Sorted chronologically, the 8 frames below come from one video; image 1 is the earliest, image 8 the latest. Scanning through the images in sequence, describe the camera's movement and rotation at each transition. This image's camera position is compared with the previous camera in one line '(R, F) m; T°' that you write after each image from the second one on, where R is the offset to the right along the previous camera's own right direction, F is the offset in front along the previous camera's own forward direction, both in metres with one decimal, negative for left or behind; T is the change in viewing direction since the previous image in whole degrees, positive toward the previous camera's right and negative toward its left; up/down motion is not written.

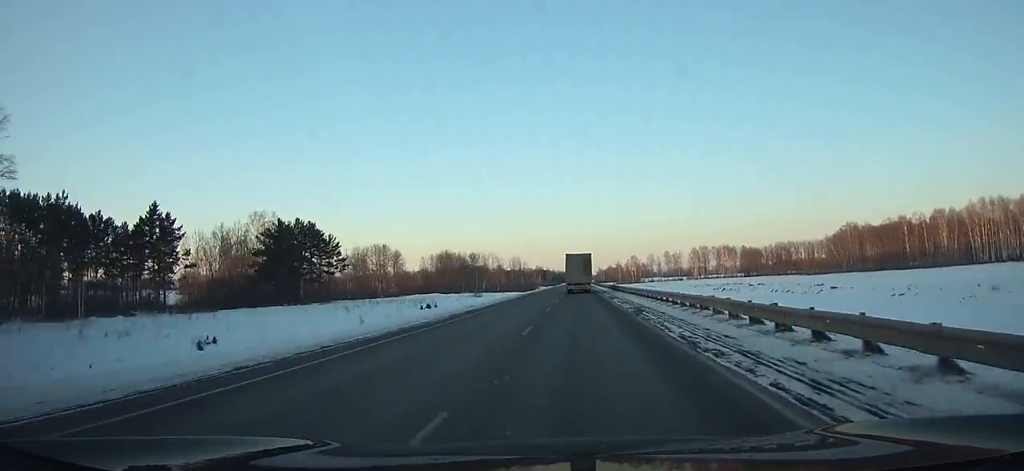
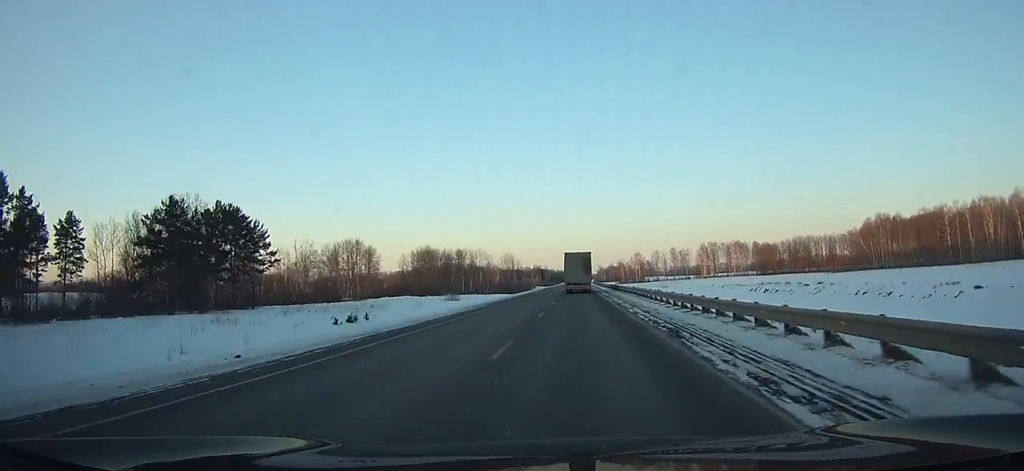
(0.0, +28.2) m; 0°
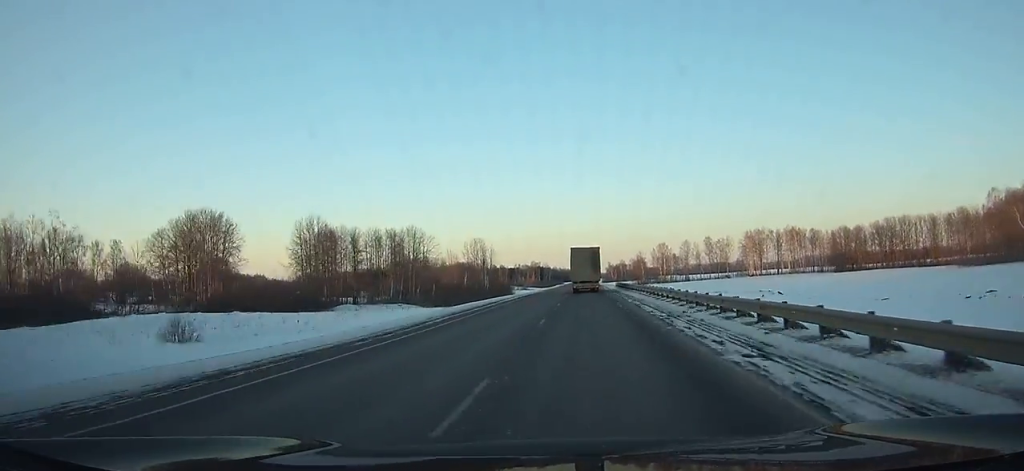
(-0.1, +87.9) m; 0°
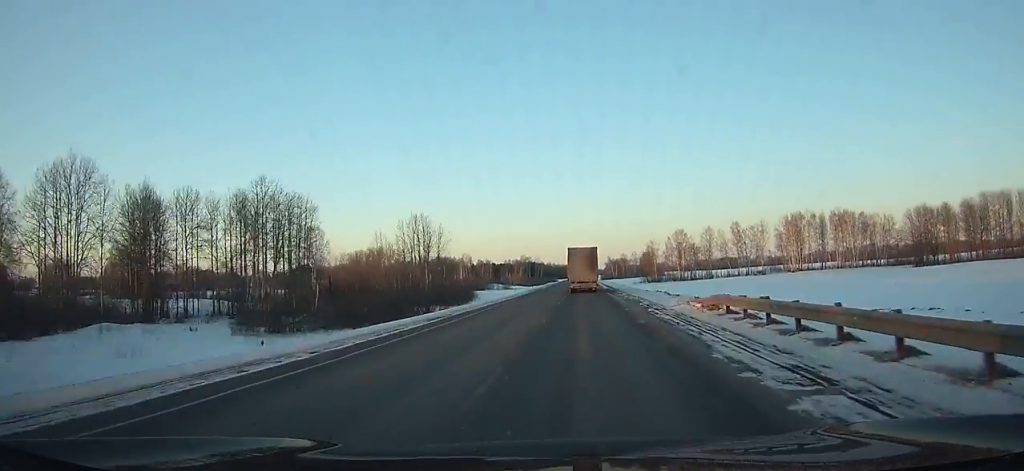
(0.0, +59.0) m; 0°
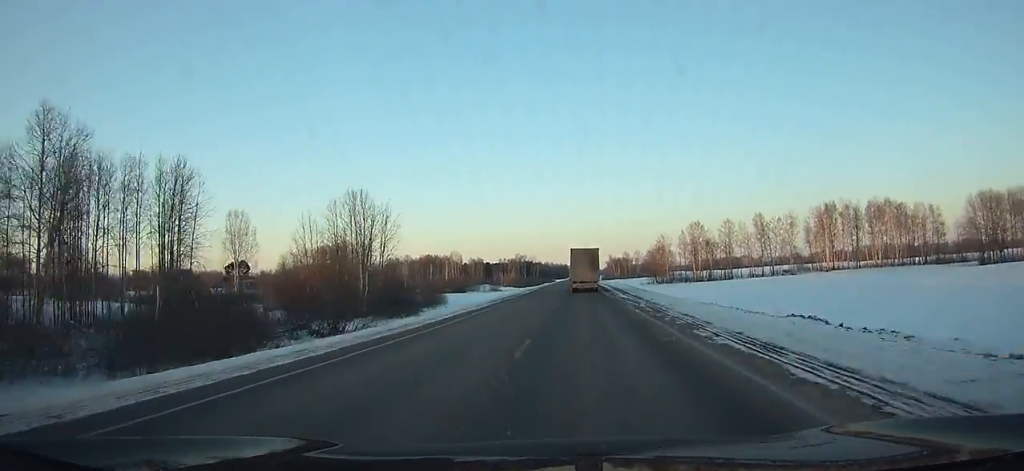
(+0.1, +31.4) m; 0°
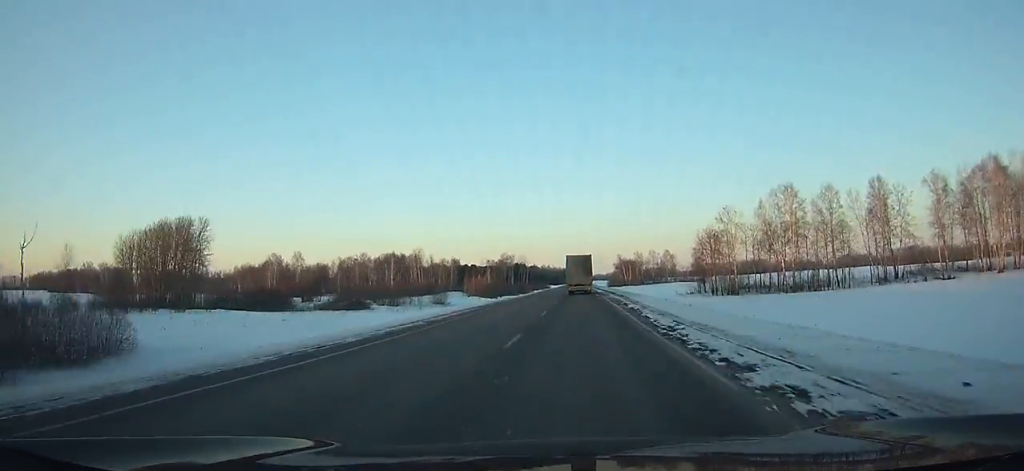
(-0.2, +84.8) m; -1°
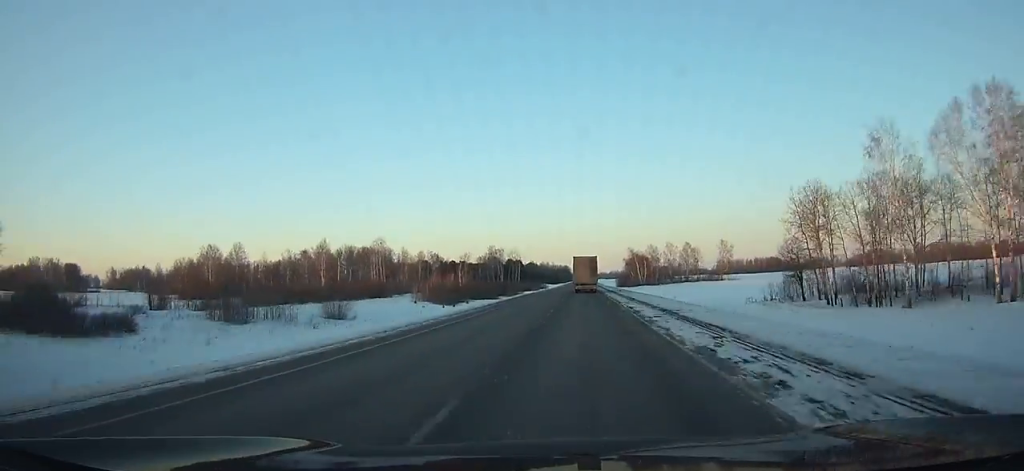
(-0.4, +56.2) m; 0°
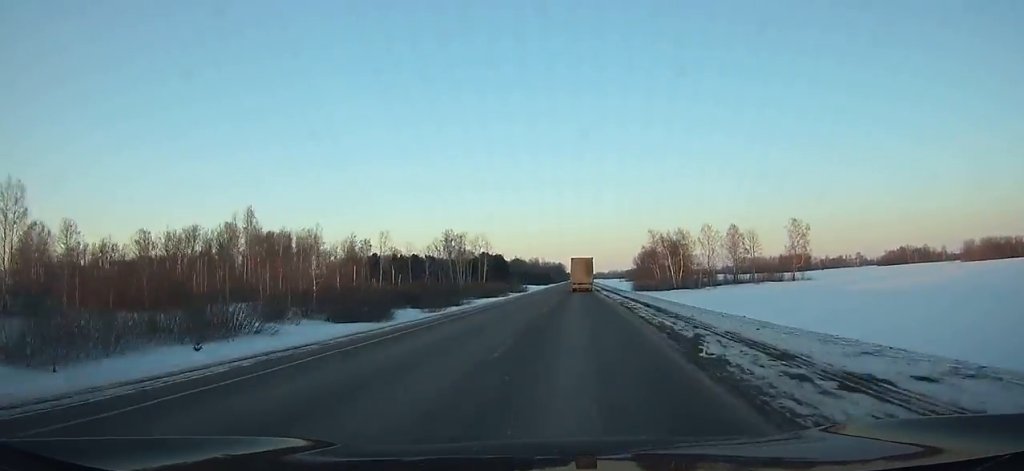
(+0.2, +89.4) m; 0°
